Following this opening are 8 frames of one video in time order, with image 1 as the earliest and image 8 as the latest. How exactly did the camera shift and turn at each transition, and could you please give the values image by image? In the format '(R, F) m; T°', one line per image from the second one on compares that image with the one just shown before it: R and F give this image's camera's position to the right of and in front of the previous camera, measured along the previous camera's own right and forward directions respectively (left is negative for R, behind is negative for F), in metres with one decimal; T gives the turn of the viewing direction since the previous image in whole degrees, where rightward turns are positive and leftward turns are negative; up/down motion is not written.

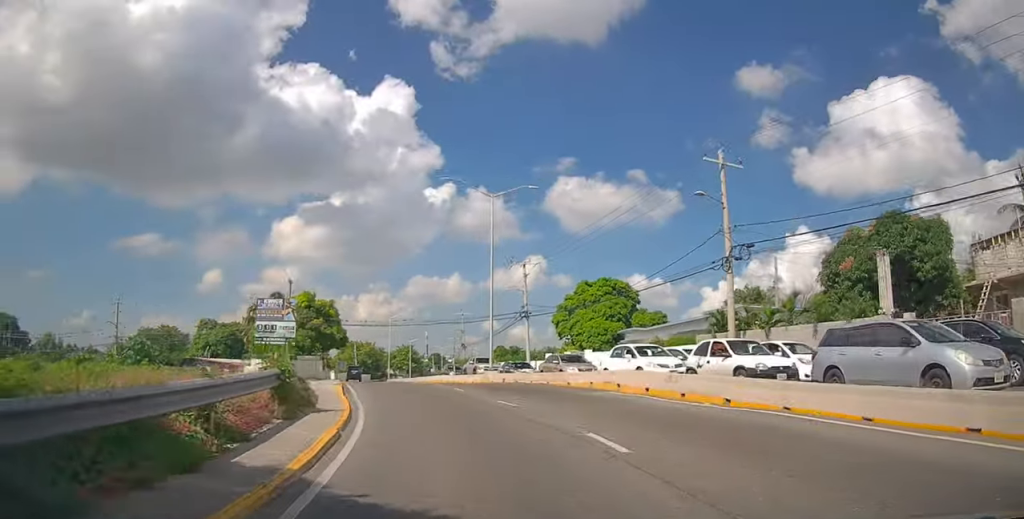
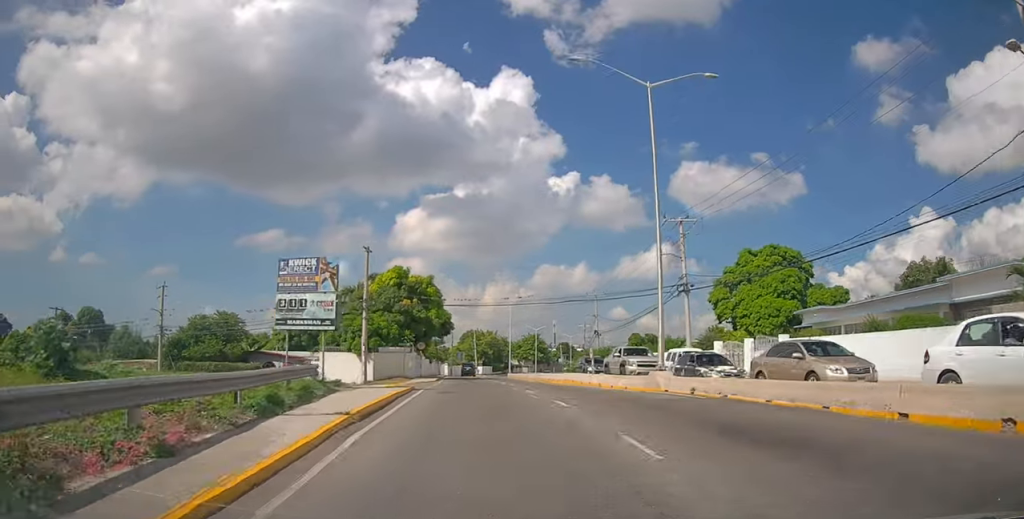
(-1.1, +12.8) m; -10°
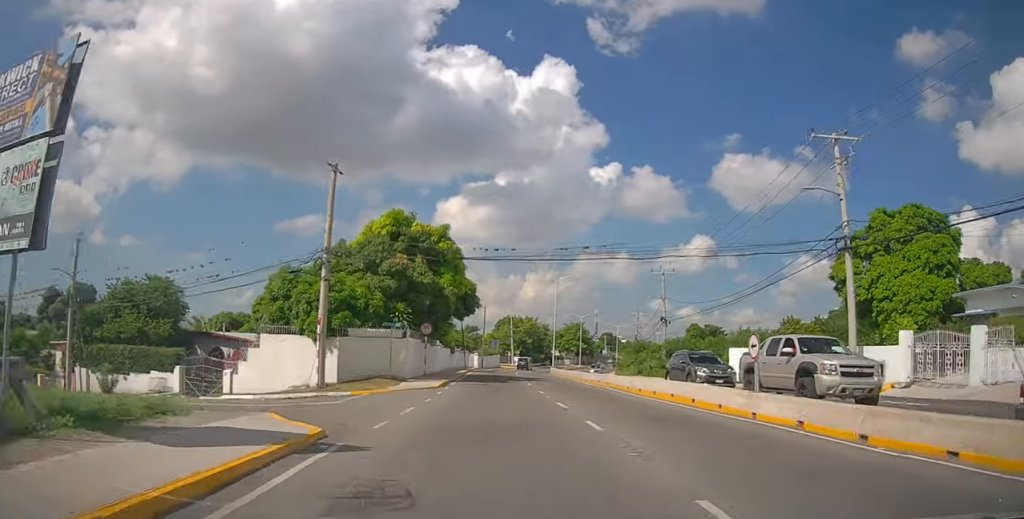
(-1.2, +15.1) m; -7°
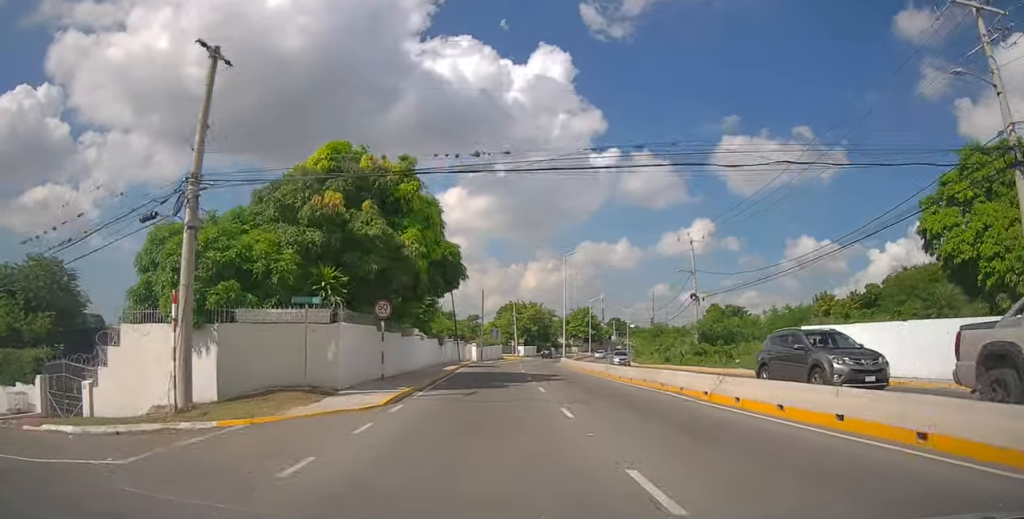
(-0.2, +9.7) m; -2°
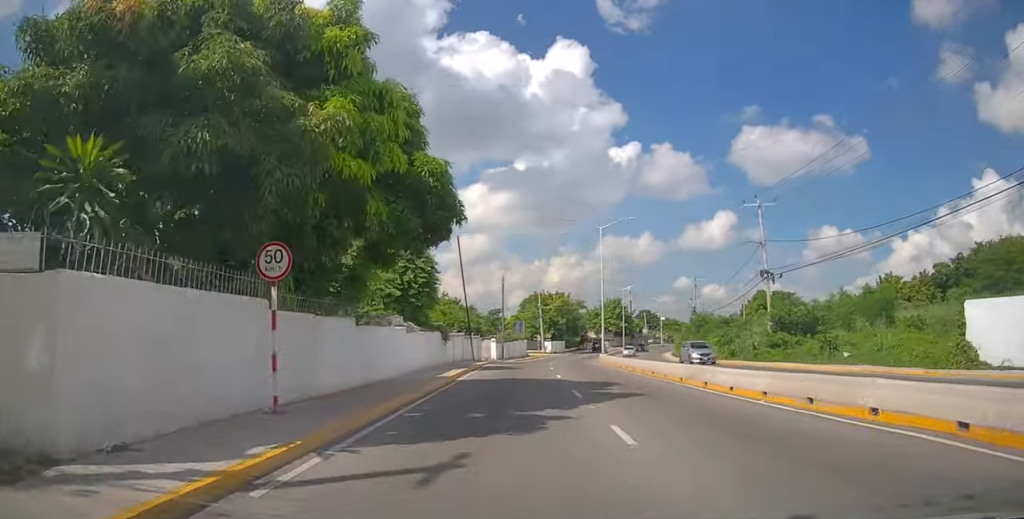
(-0.1, +10.6) m; -1°
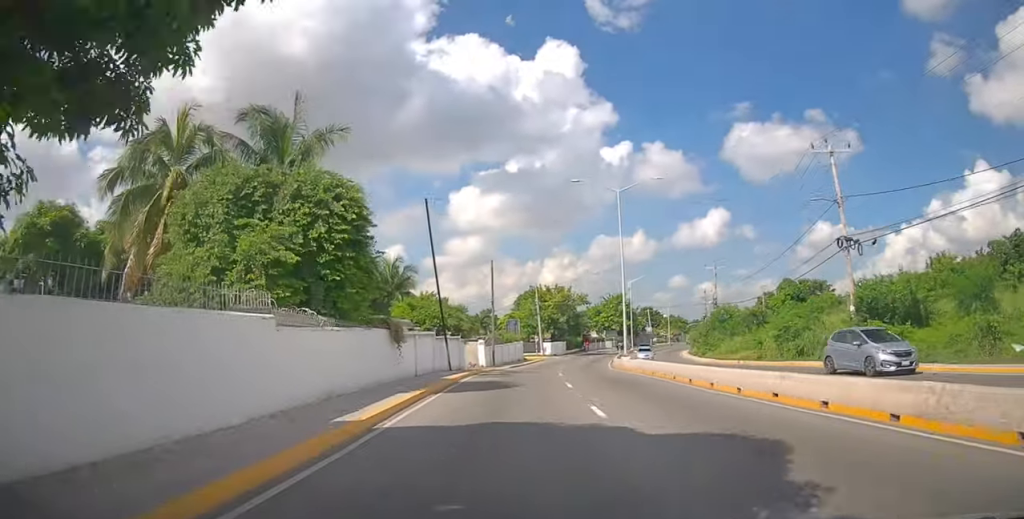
(-0.1, +11.3) m; 0°
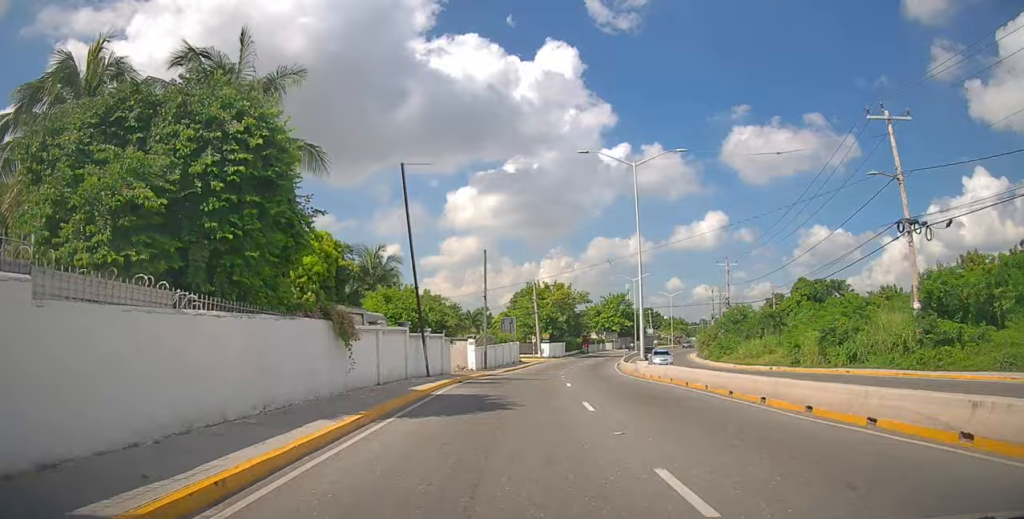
(0.0, +5.7) m; +1°
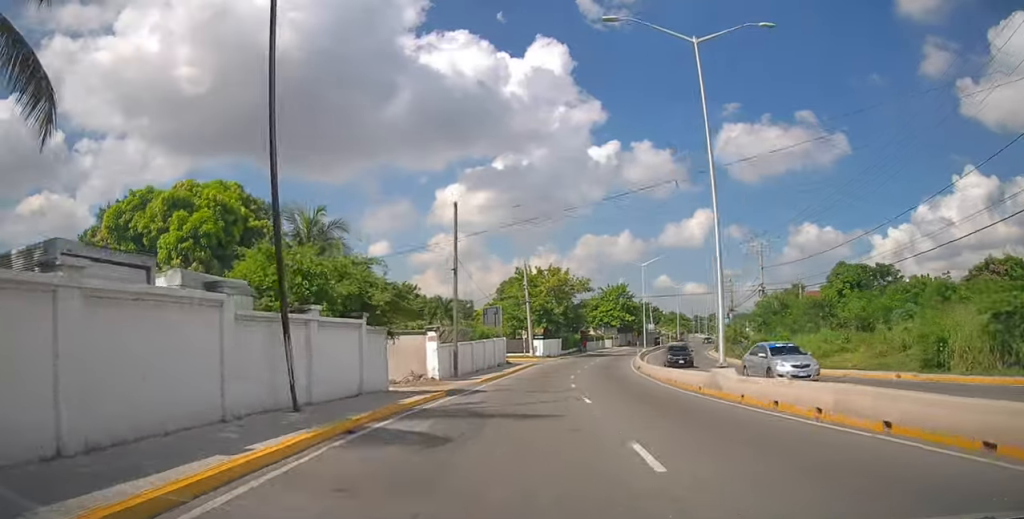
(+0.1, +13.0) m; +2°
